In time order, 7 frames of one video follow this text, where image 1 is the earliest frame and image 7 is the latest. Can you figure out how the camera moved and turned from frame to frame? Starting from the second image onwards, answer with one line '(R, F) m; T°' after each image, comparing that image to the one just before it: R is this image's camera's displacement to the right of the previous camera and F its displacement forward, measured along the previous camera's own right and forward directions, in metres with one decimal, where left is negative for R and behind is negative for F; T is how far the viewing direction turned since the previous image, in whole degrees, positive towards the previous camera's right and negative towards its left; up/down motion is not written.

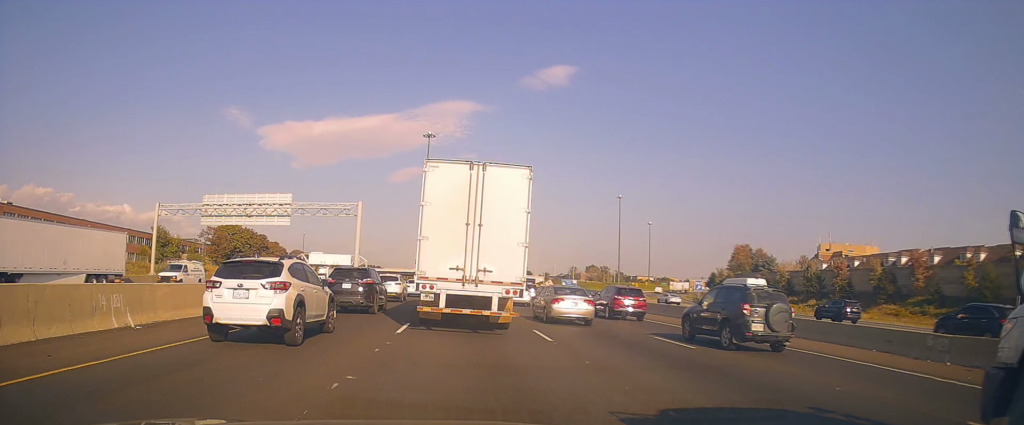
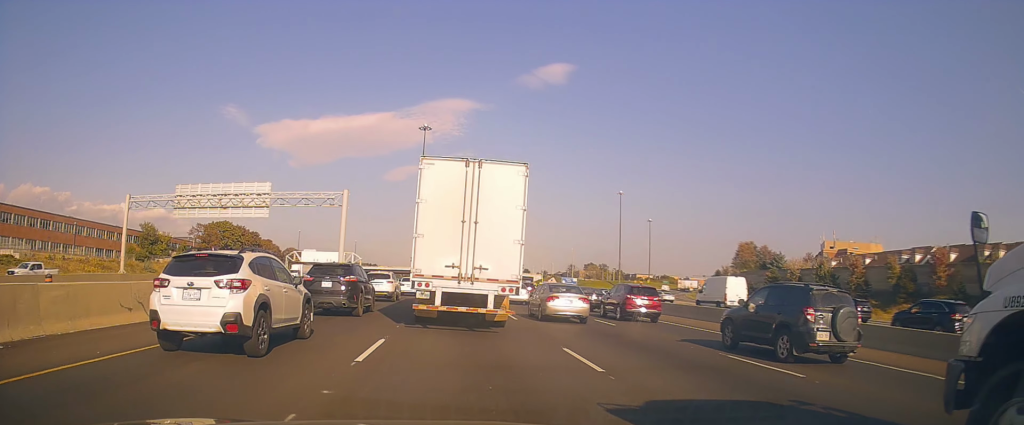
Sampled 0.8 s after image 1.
(0.0, +5.0) m; -1°
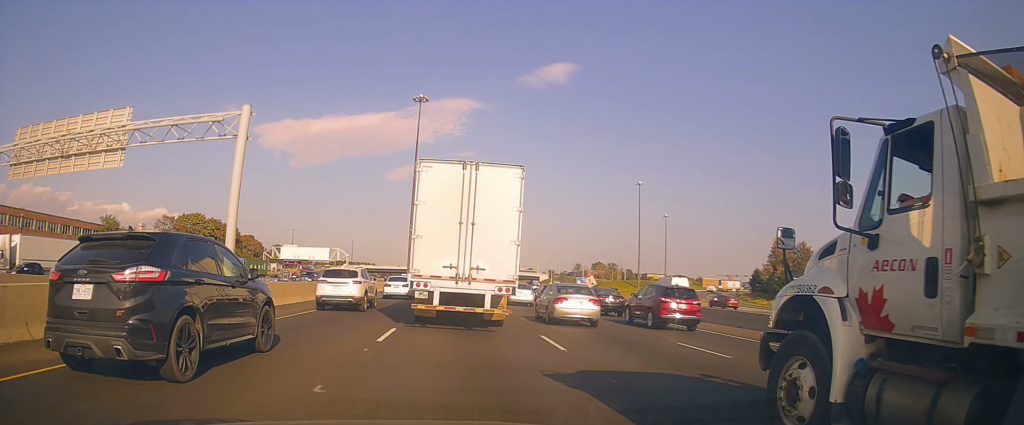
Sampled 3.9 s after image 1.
(+0.4, +21.5) m; +1°
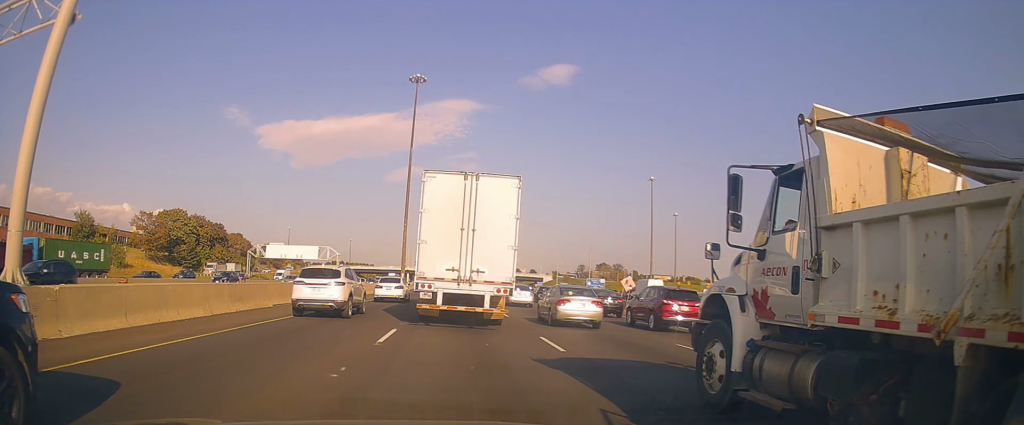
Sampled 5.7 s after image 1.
(+0.7, +11.8) m; +2°
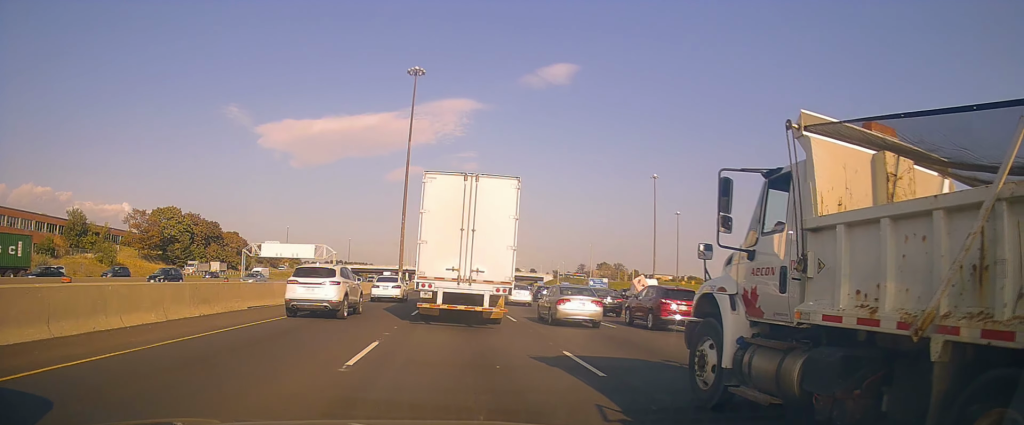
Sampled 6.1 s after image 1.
(-0.1, +3.1) m; -1°
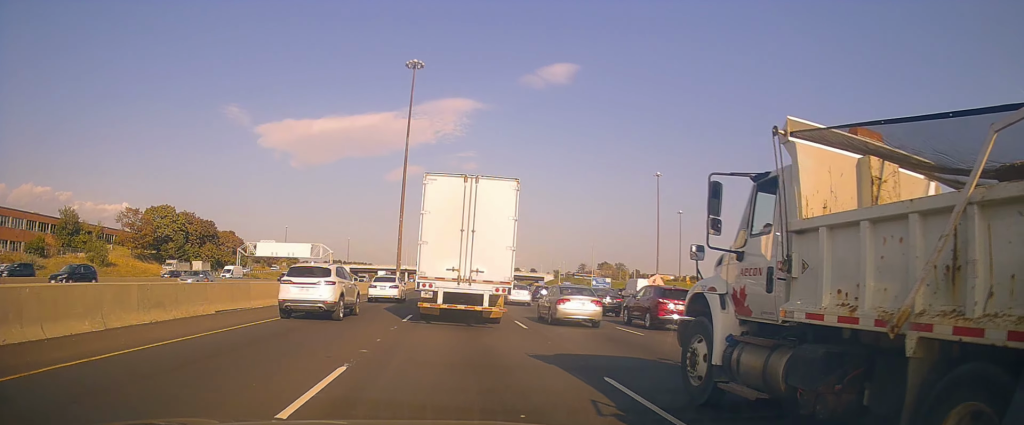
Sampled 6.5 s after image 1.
(-0.2, +3.2) m; -2°
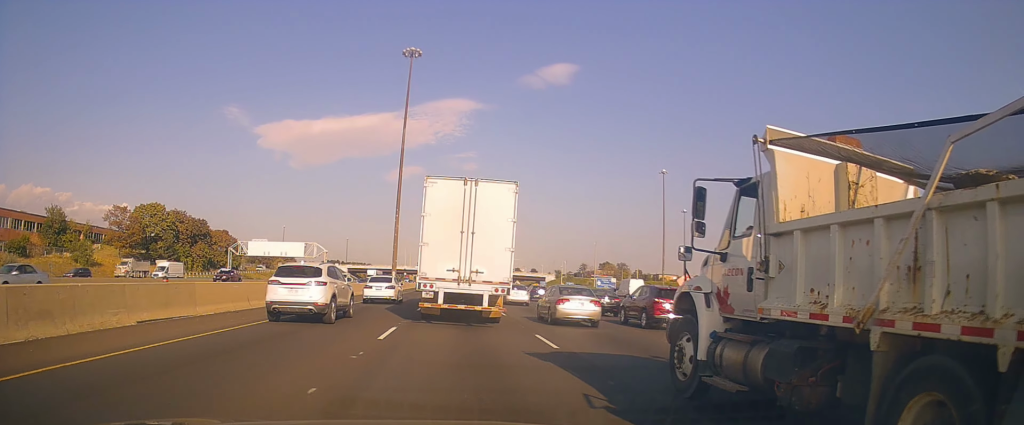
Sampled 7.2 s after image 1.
(-0.1, +5.3) m; +1°
